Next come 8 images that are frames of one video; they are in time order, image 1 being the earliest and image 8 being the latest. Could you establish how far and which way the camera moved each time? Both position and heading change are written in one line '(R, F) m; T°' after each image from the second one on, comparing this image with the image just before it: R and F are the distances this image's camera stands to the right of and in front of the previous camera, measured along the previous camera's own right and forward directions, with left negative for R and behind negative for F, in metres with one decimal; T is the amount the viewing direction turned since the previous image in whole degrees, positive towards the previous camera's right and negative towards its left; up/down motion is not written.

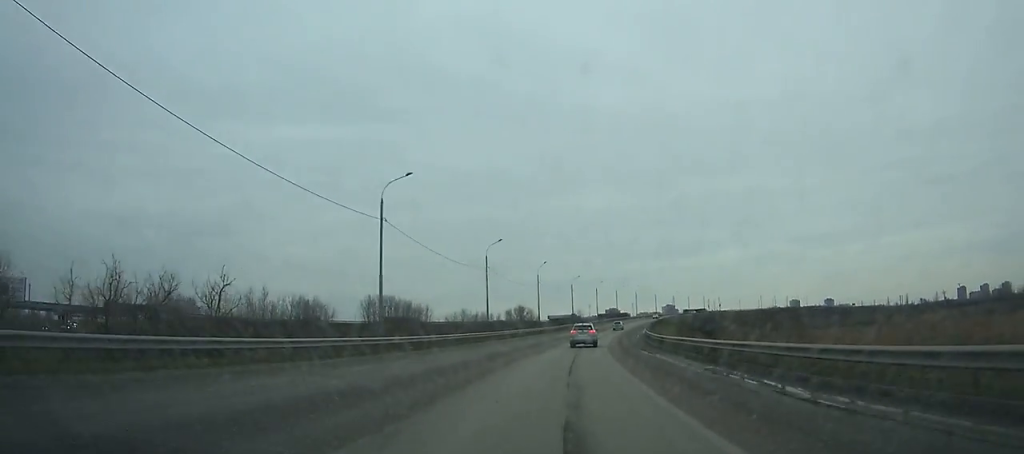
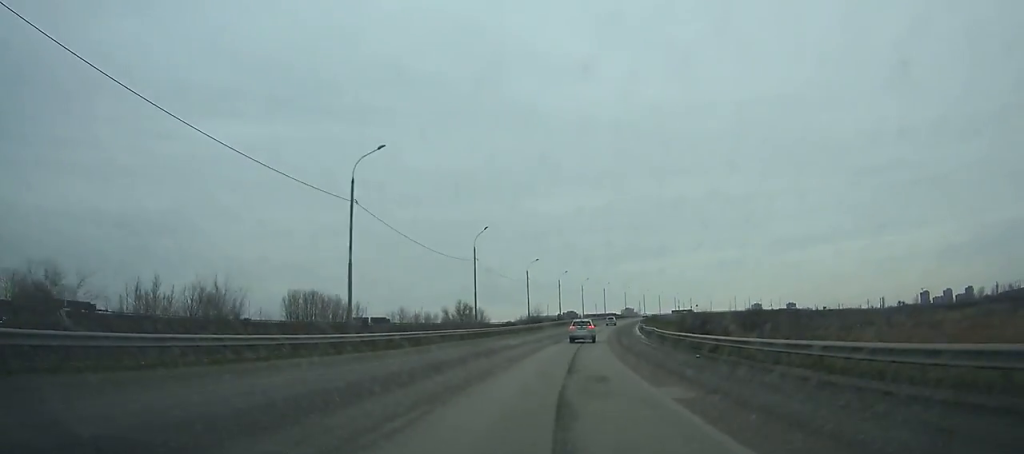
(+0.4, +34.3) m; +3°
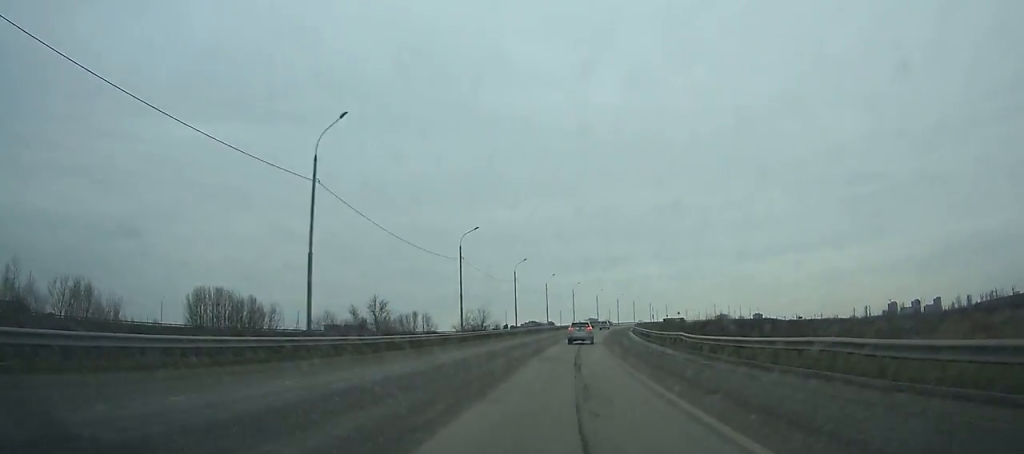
(+1.7, +34.8) m; +3°
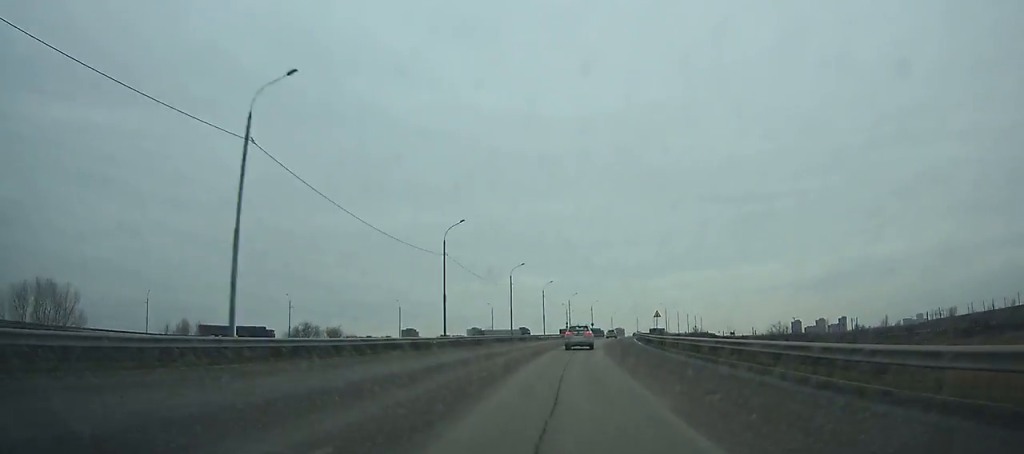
(+11.4, +120.3) m; +11°
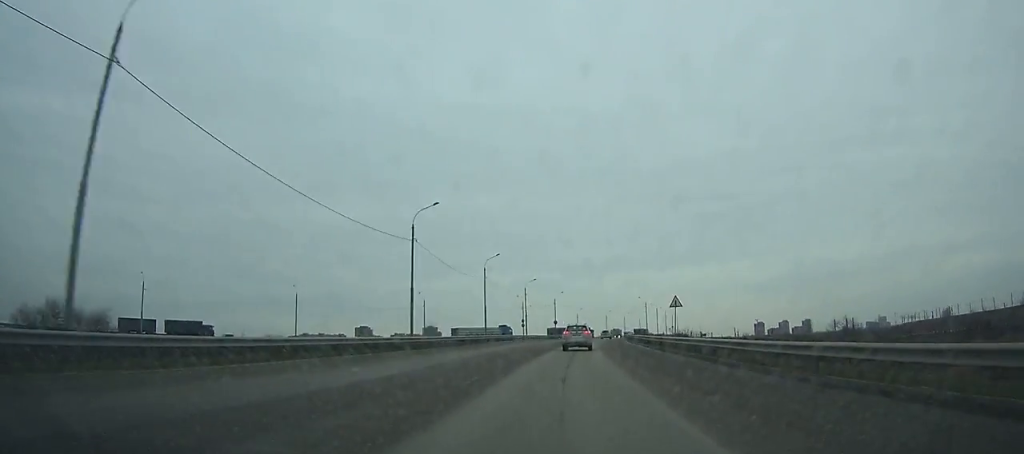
(+0.2, +35.9) m; +4°
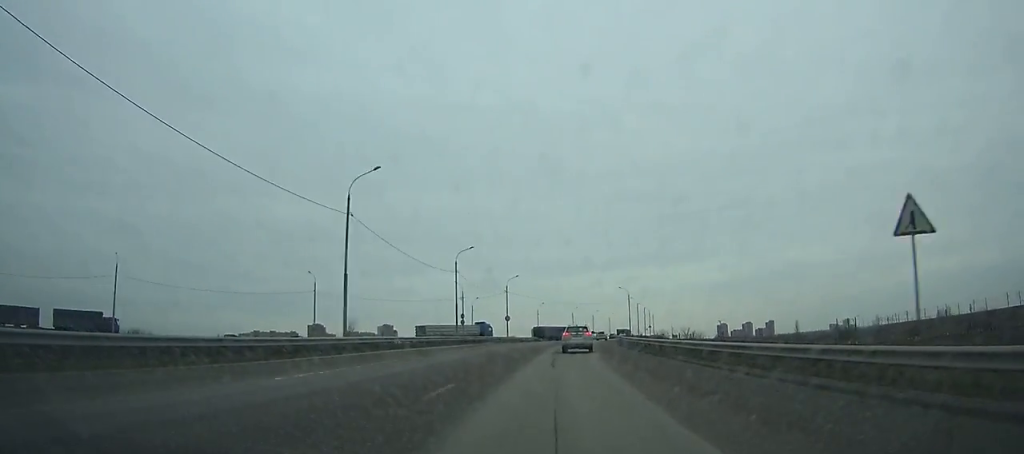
(+2.1, +36.6) m; +4°
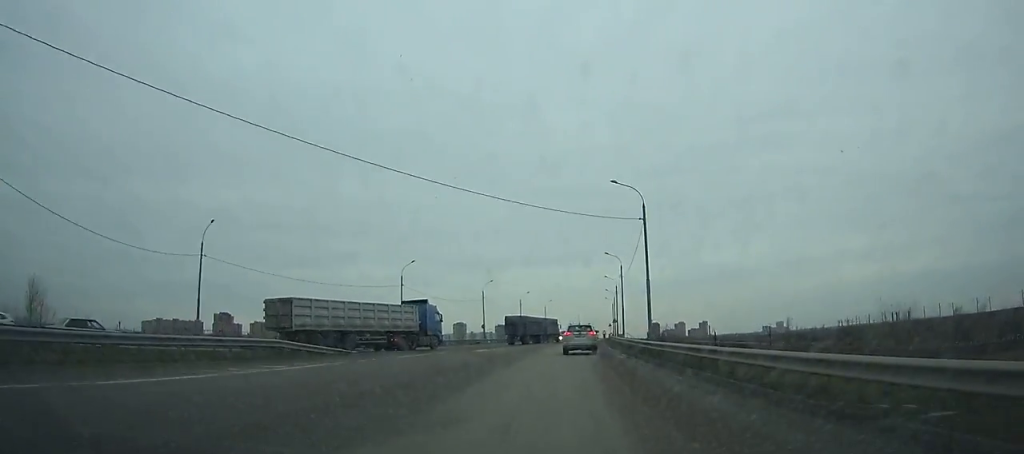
(+5.5, +80.9) m; +7°
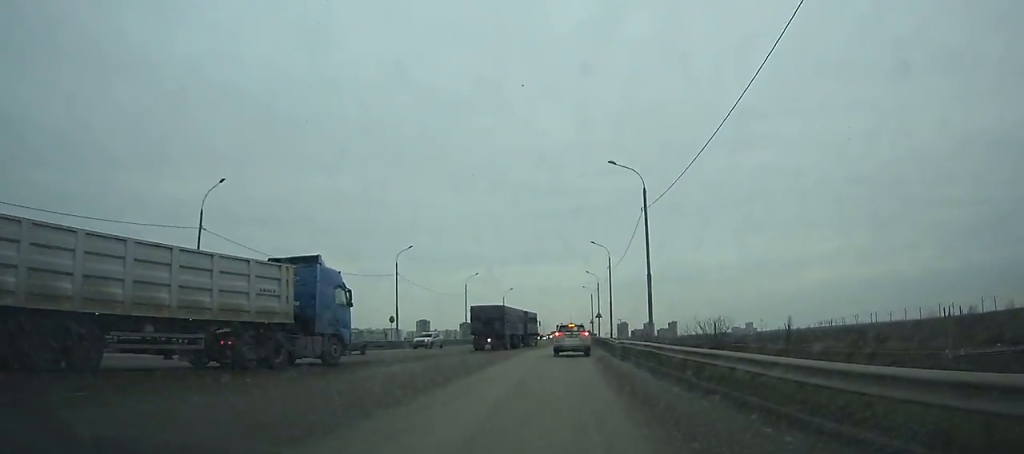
(+1.2, +35.3) m; +2°
